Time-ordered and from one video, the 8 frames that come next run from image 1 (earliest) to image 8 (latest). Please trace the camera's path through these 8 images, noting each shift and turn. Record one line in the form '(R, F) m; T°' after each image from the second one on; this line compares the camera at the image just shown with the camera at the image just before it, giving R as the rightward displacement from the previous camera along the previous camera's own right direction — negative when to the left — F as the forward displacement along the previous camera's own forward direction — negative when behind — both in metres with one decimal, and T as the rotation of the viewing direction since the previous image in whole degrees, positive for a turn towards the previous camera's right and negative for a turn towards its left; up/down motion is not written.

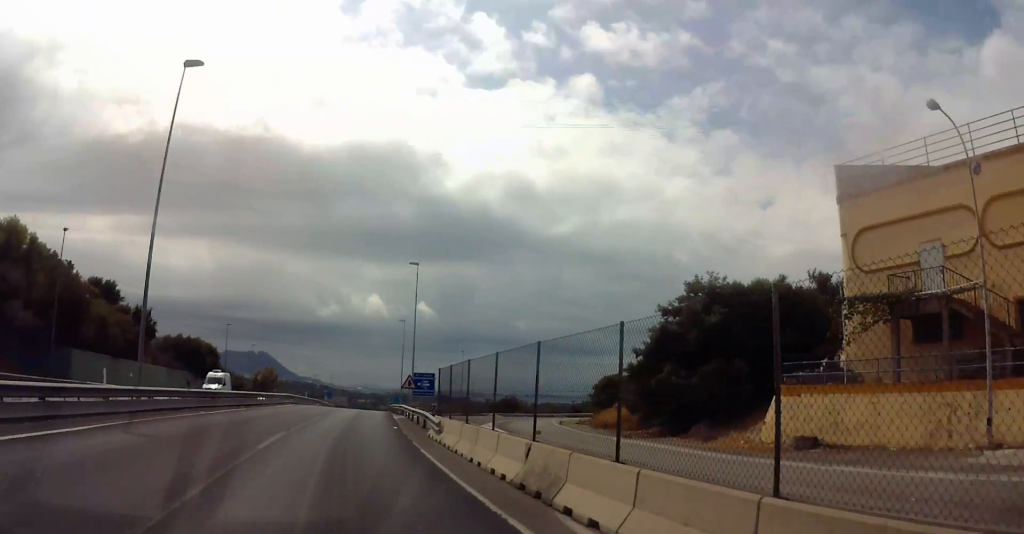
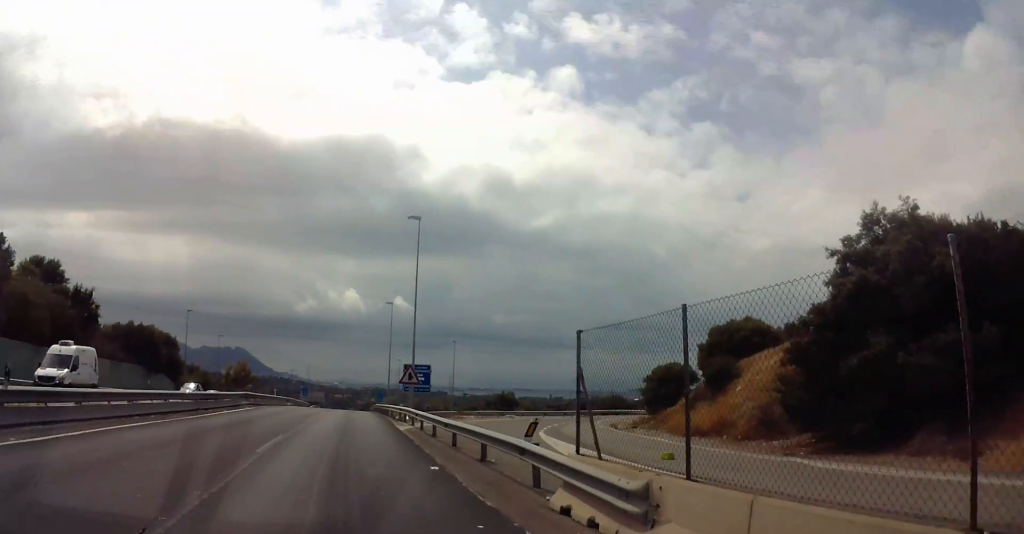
(+0.3, +14.3) m; +2°
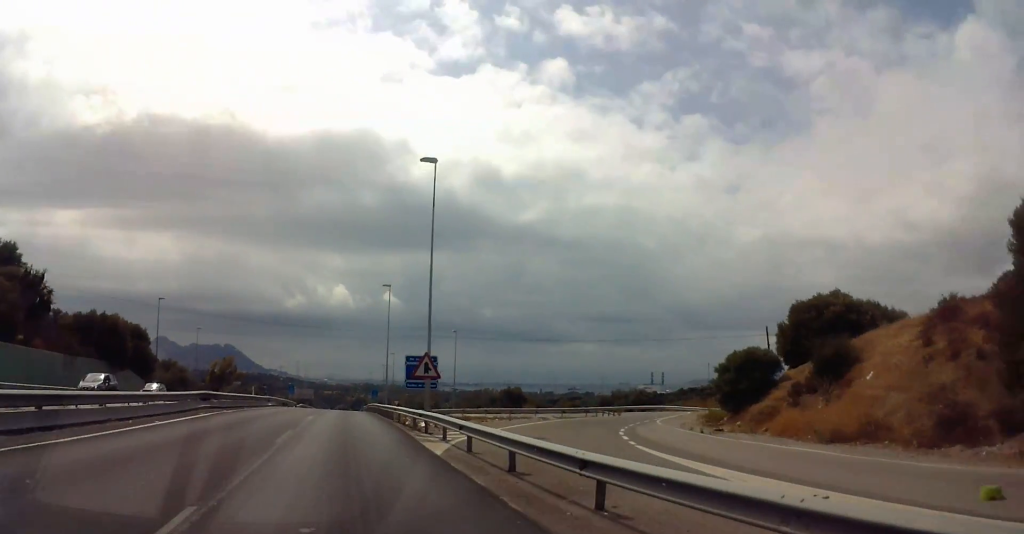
(+0.1, +10.4) m; +2°
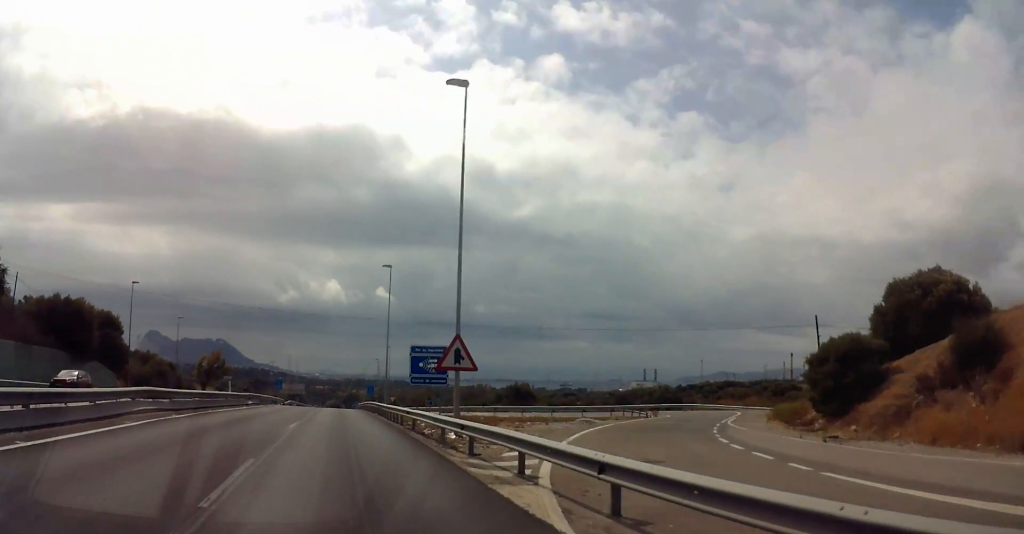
(-0.3, +8.7) m; +3°
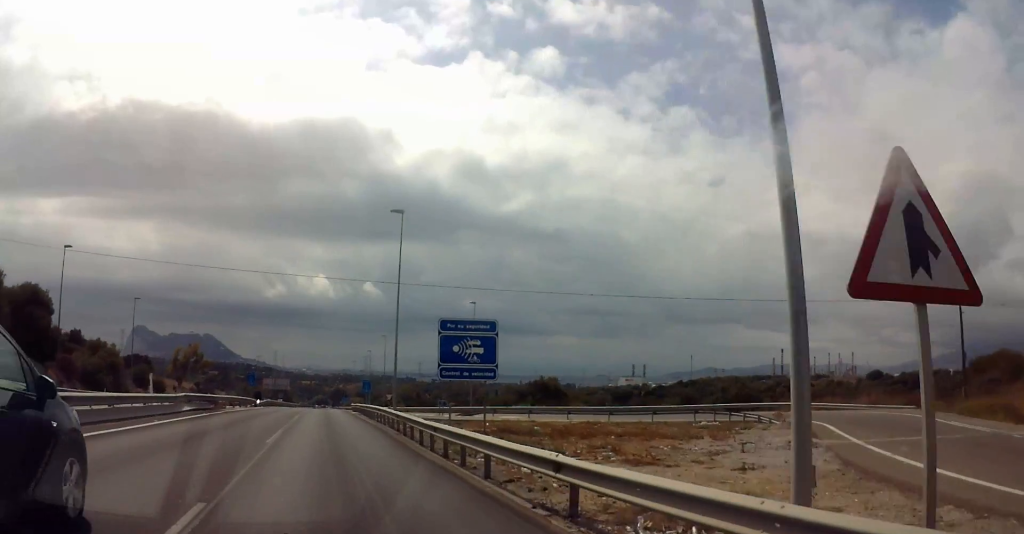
(+1.3, +17.6) m; +3°
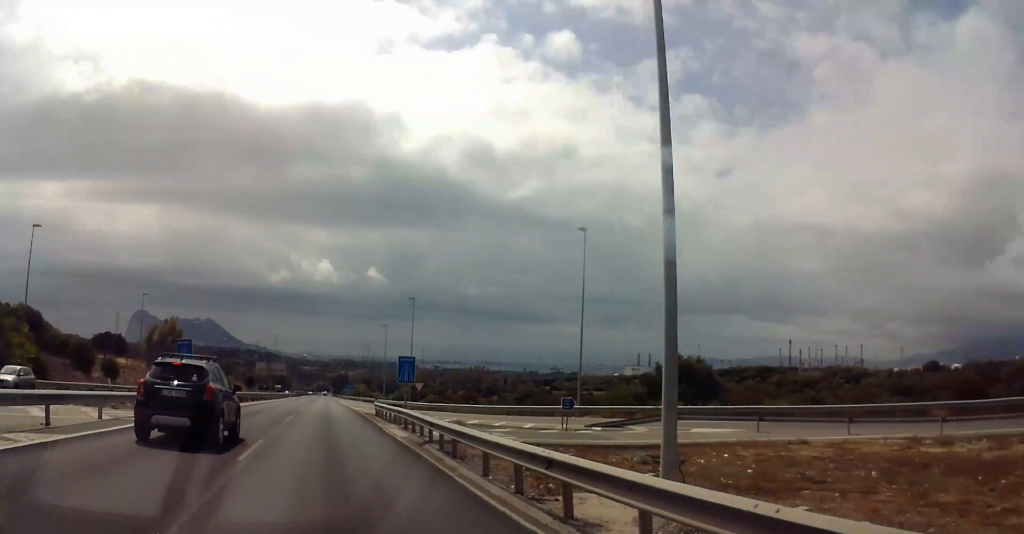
(+0.1, +32.2) m; 0°
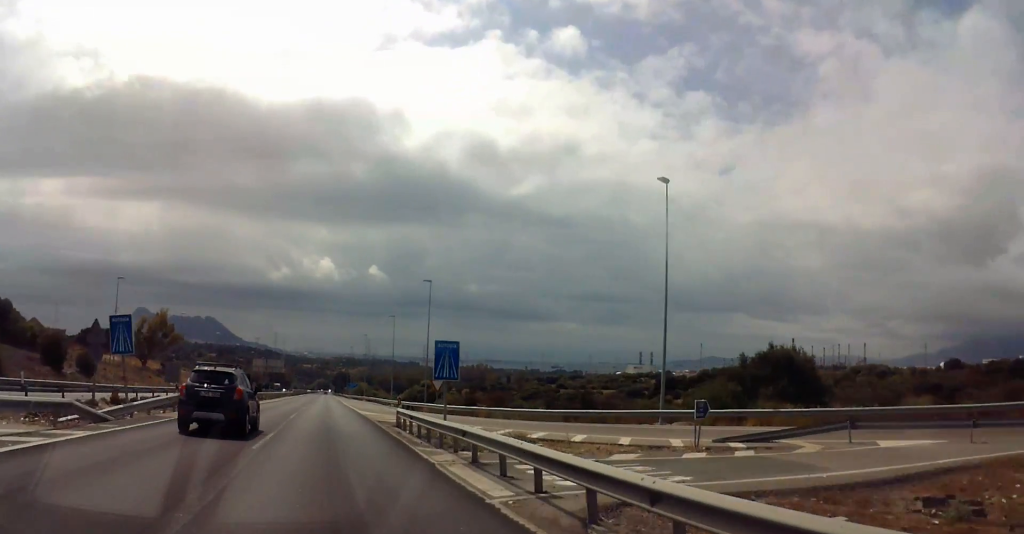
(-0.3, +11.8) m; 0°
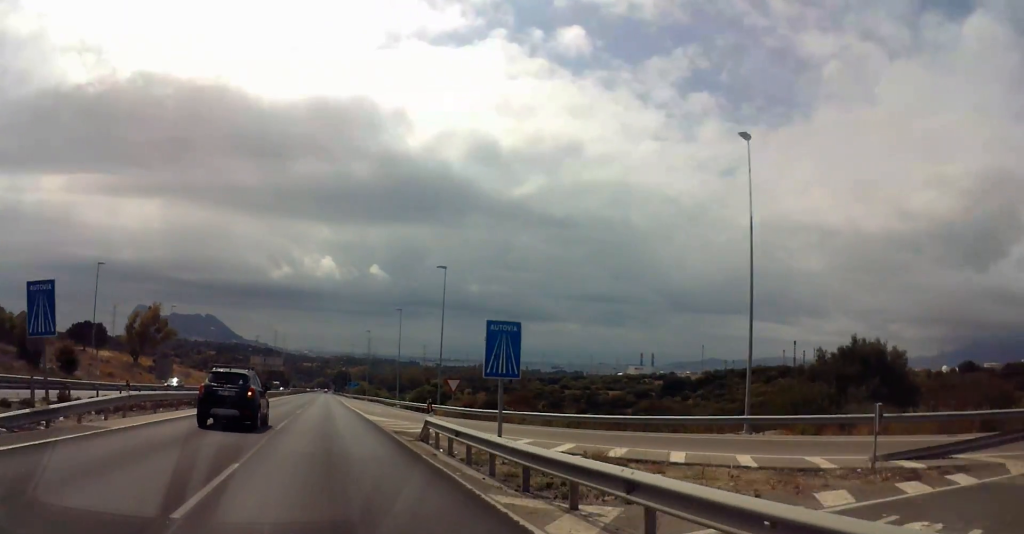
(+0.2, +7.0) m; 0°
